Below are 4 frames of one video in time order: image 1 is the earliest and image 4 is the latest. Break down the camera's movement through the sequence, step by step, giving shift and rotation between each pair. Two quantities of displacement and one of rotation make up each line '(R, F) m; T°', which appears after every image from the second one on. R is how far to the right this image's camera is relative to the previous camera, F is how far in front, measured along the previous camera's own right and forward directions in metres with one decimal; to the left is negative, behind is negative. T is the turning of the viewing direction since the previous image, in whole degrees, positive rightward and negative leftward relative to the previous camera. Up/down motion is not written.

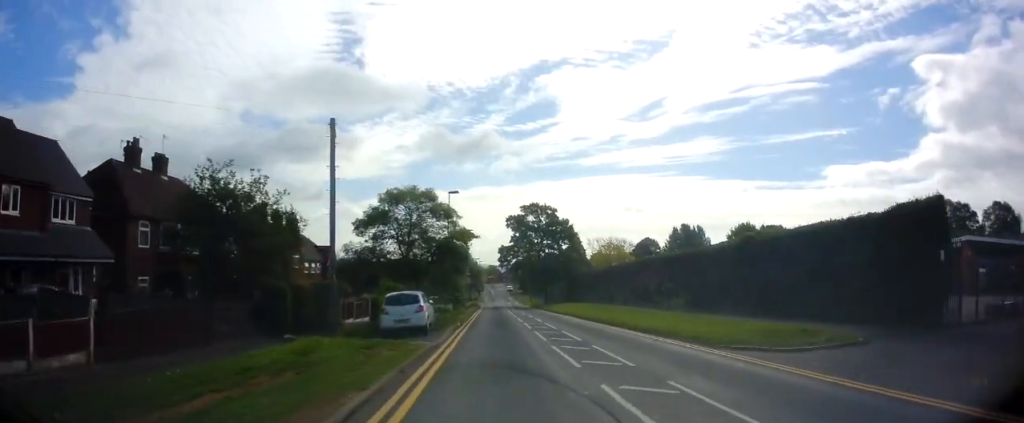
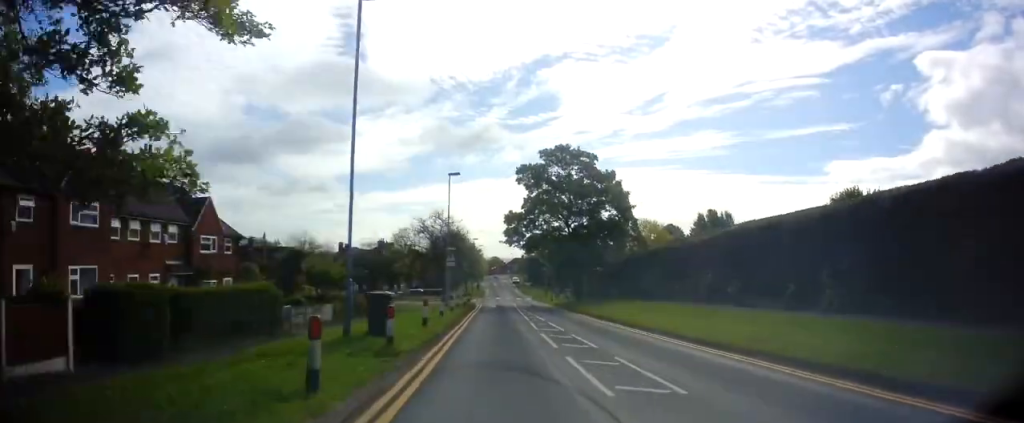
(-1.1, +25.9) m; -3°
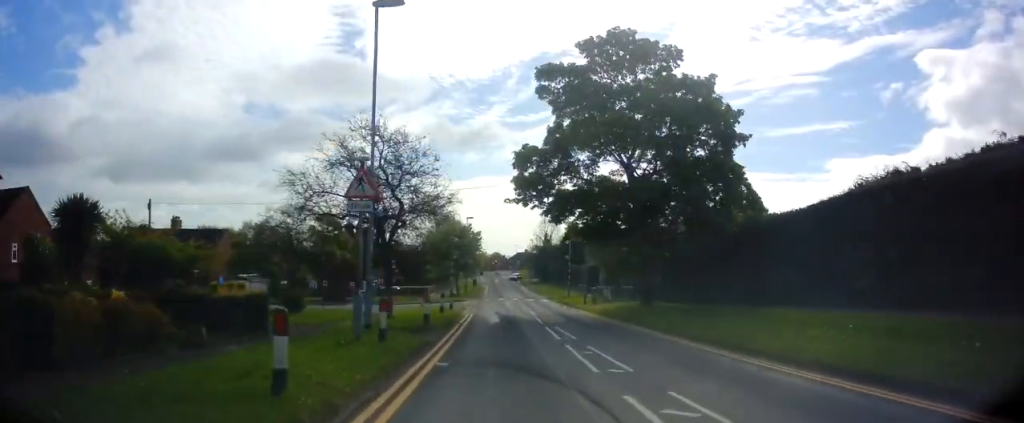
(+1.1, +21.9) m; +3°
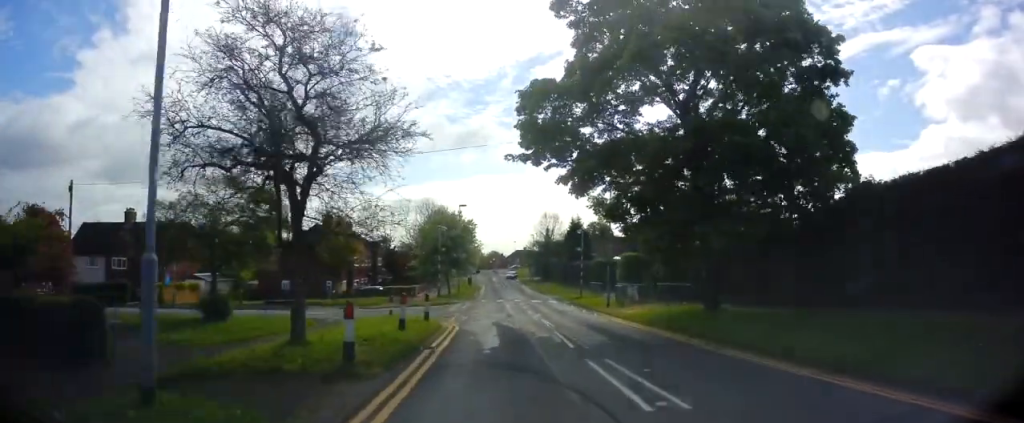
(0.0, +8.7) m; 0°
